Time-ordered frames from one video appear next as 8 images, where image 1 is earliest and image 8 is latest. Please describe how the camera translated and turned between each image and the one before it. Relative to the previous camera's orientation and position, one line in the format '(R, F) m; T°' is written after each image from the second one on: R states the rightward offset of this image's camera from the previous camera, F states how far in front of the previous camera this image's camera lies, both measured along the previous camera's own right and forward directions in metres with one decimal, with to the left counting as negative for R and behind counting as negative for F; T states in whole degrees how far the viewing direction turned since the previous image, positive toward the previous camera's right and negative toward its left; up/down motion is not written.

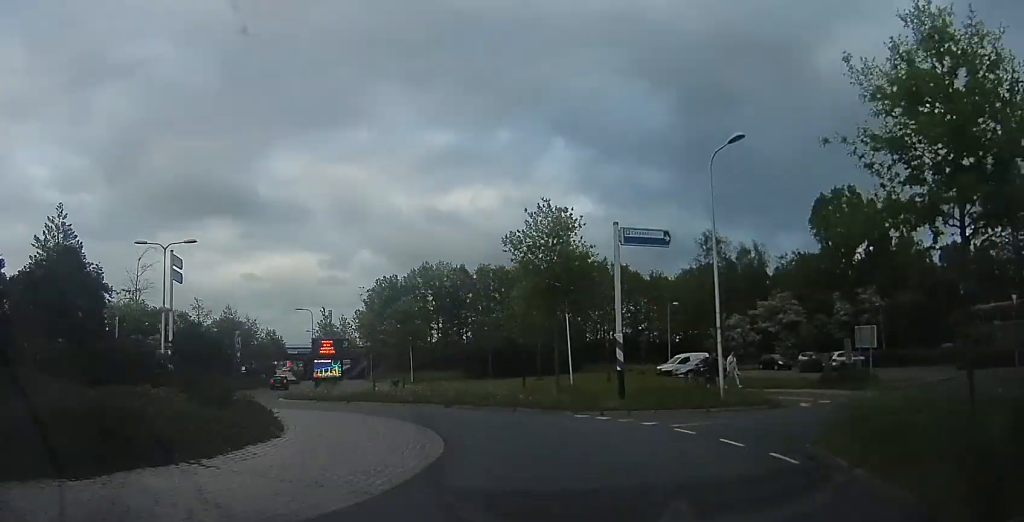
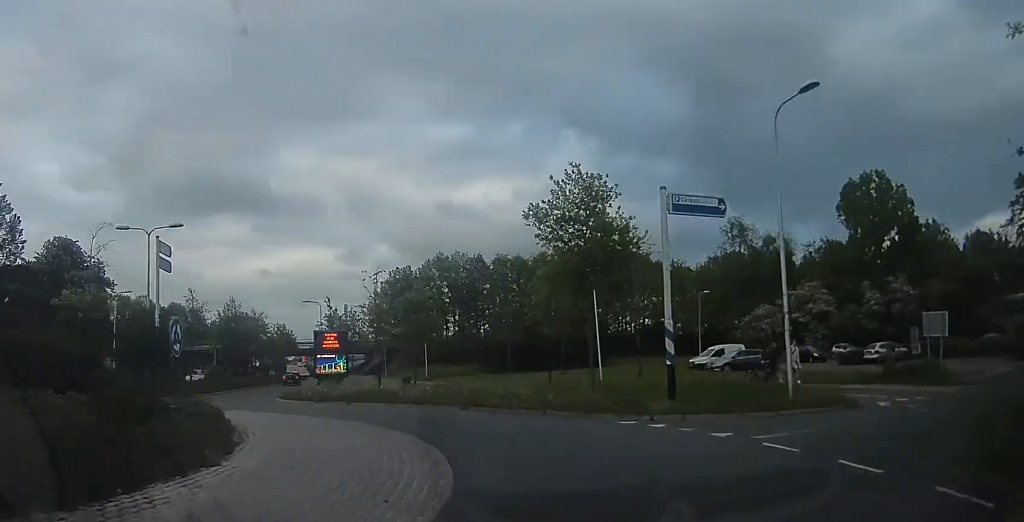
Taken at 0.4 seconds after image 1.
(0.0, +3.5) m; 0°
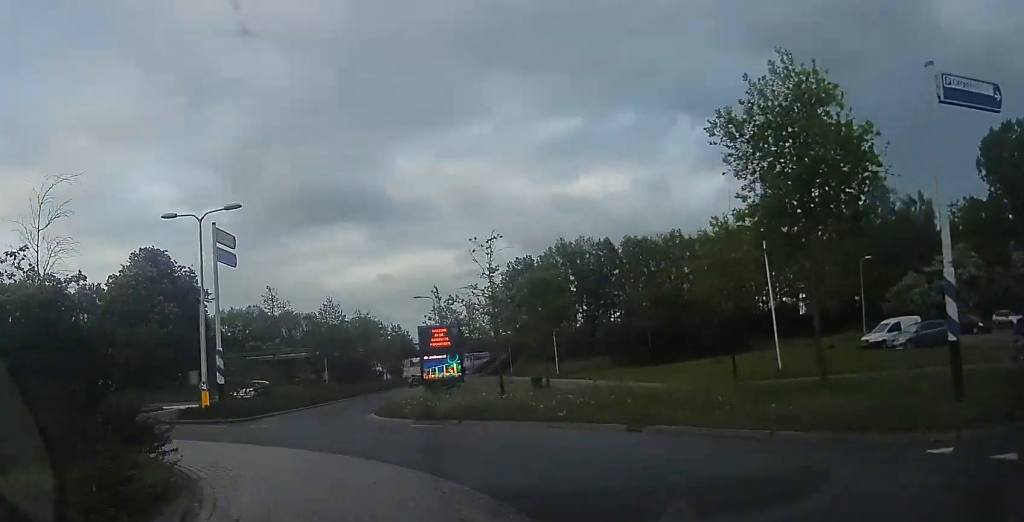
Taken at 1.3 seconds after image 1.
(0.0, +6.5) m; -1°
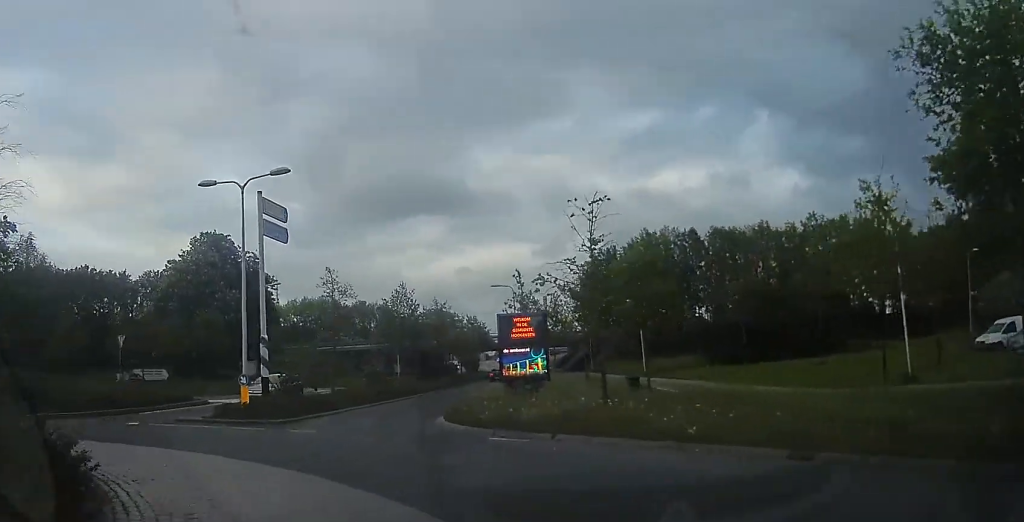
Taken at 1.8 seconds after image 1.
(0.0, +3.5) m; -3°
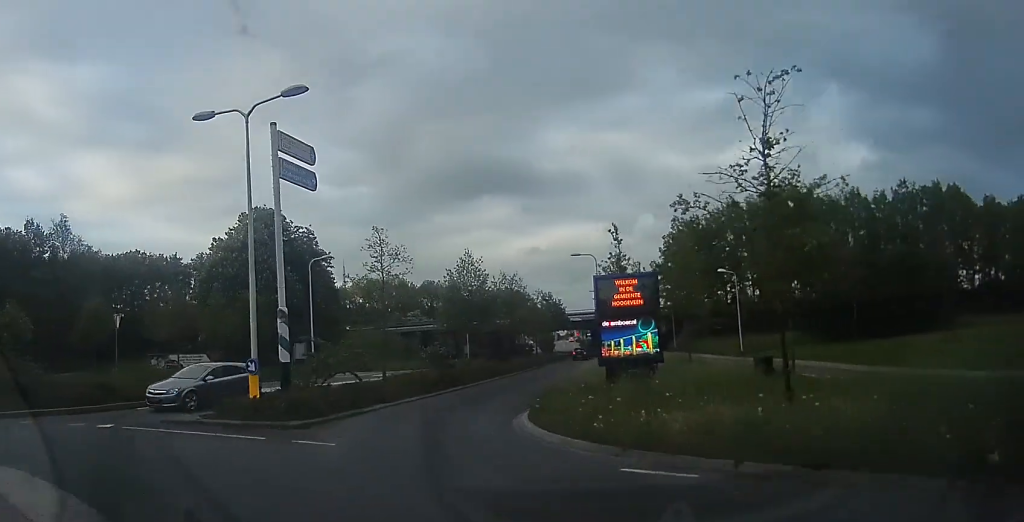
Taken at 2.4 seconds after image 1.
(+0.2, +5.0) m; -8°
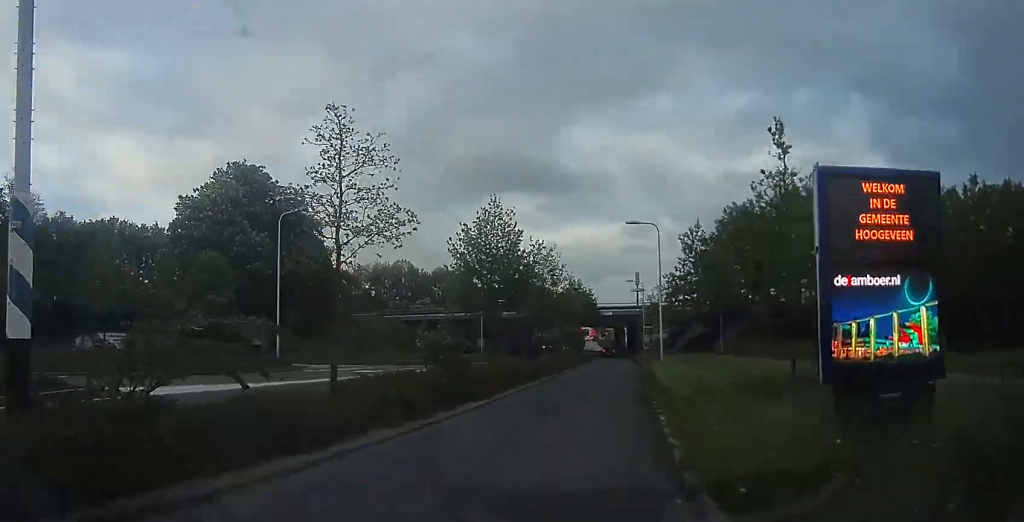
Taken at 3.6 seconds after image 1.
(-1.5, +9.4) m; -8°
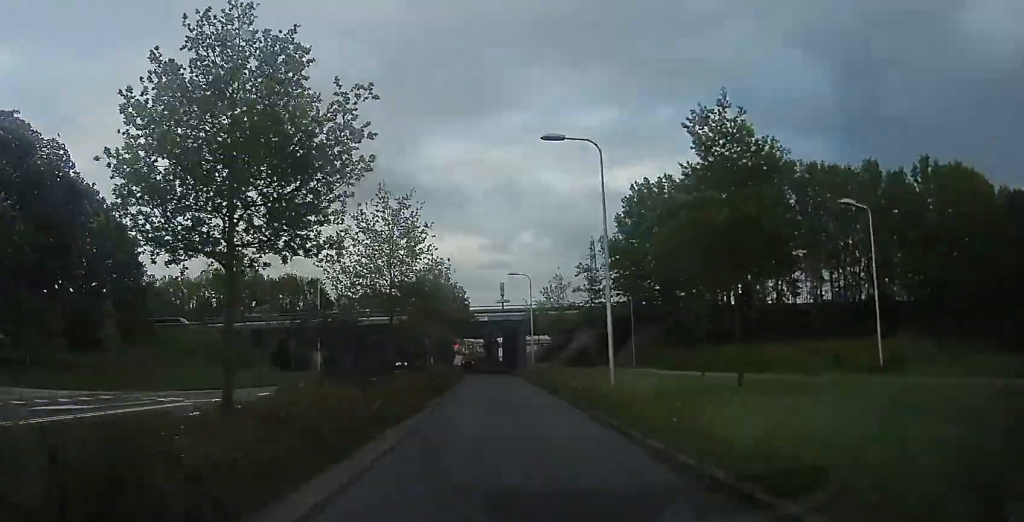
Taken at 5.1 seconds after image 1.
(+1.8, +13.6) m; +11°
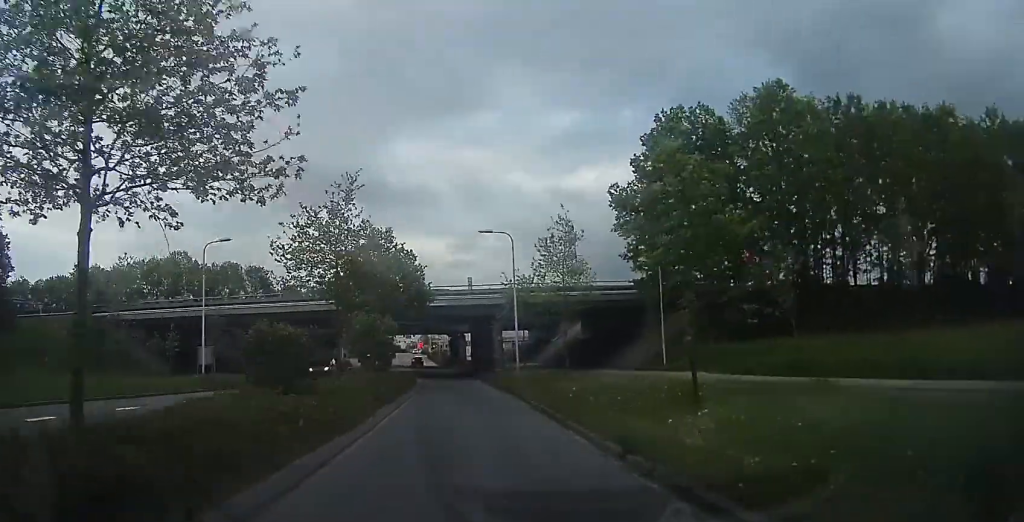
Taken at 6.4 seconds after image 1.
(-0.5, +14.5) m; +1°
